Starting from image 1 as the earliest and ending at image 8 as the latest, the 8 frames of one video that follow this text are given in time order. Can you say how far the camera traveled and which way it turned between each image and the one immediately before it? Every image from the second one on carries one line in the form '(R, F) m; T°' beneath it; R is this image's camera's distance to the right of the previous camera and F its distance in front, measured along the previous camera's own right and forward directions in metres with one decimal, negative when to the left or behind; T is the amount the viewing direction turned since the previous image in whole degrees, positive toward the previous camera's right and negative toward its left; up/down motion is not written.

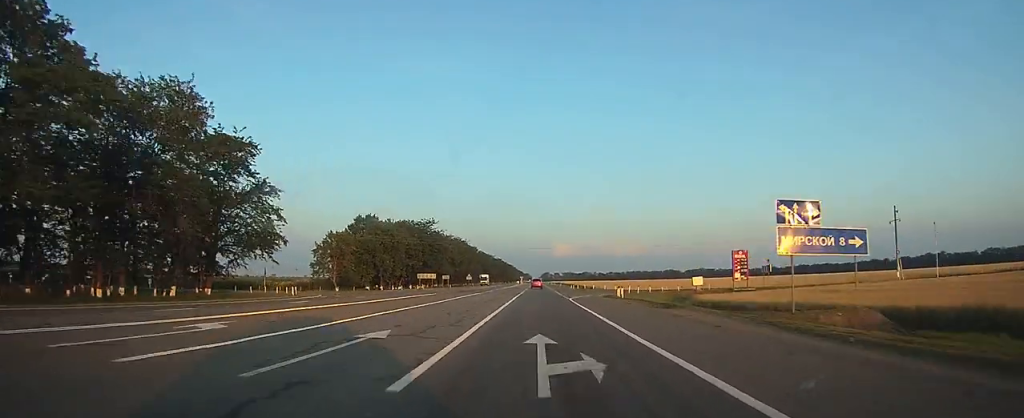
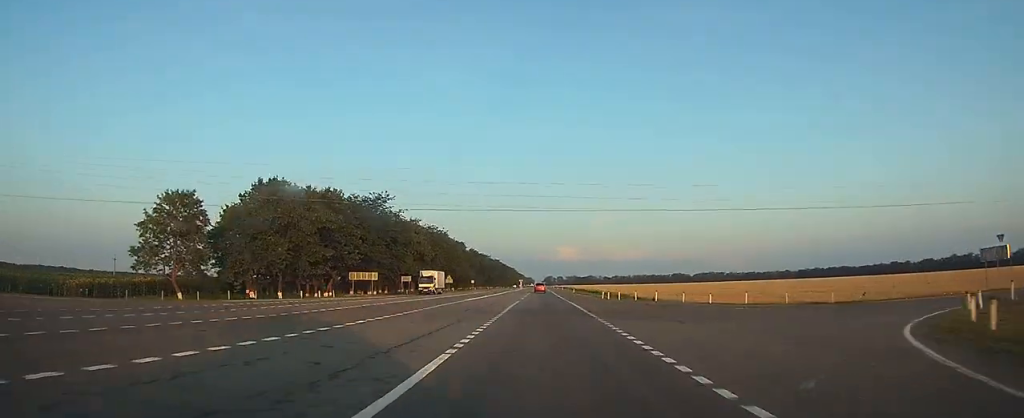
(0.0, +48.5) m; 0°
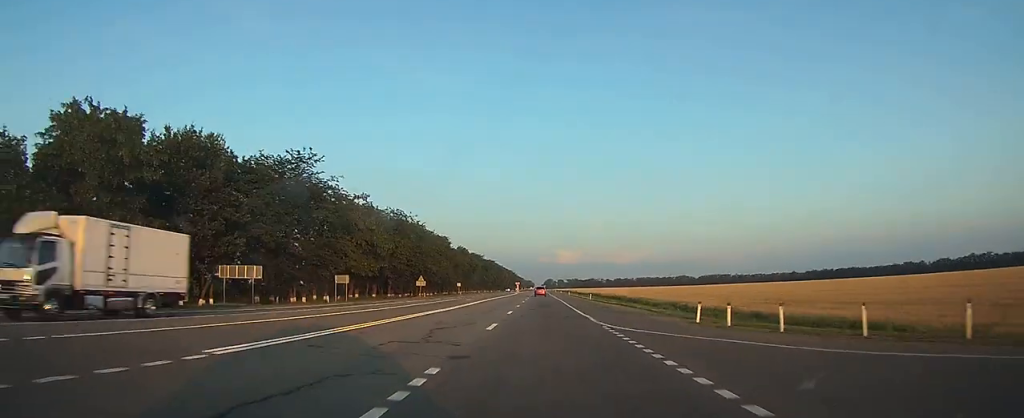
(0.0, +34.5) m; 0°
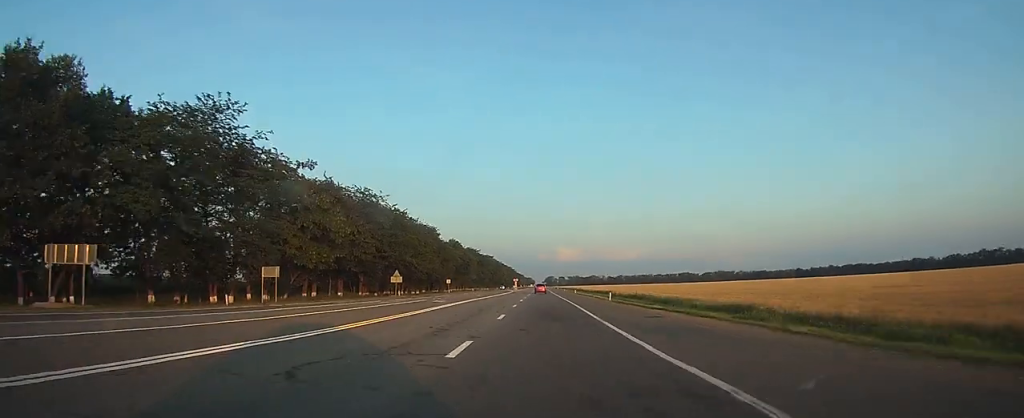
(-0.1, +19.6) m; 0°
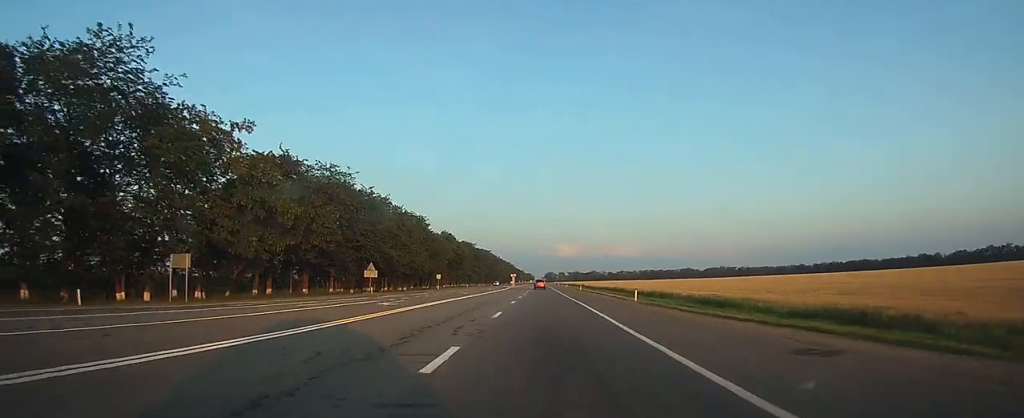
(0.0, +14.0) m; 0°
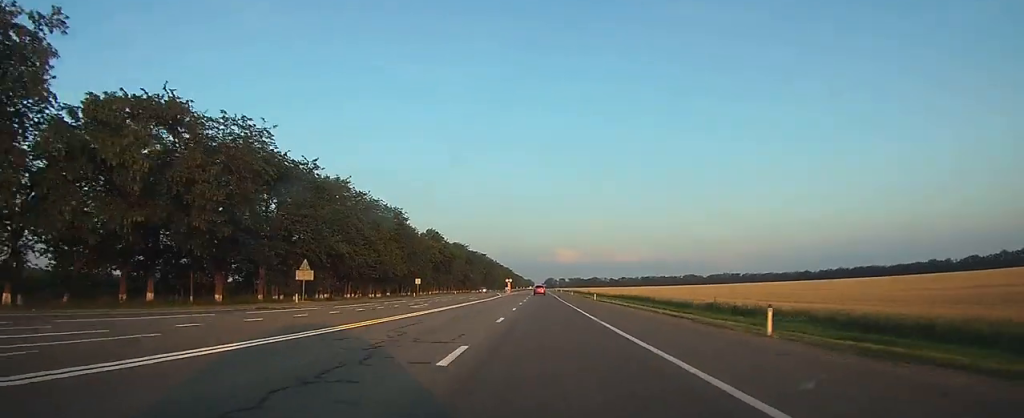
(-0.1, +22.5) m; 0°
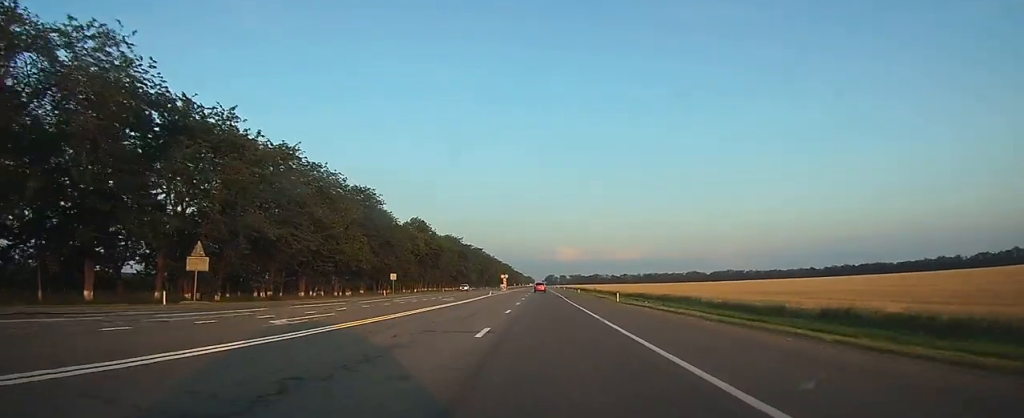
(+0.1, +18.9) m; 0°
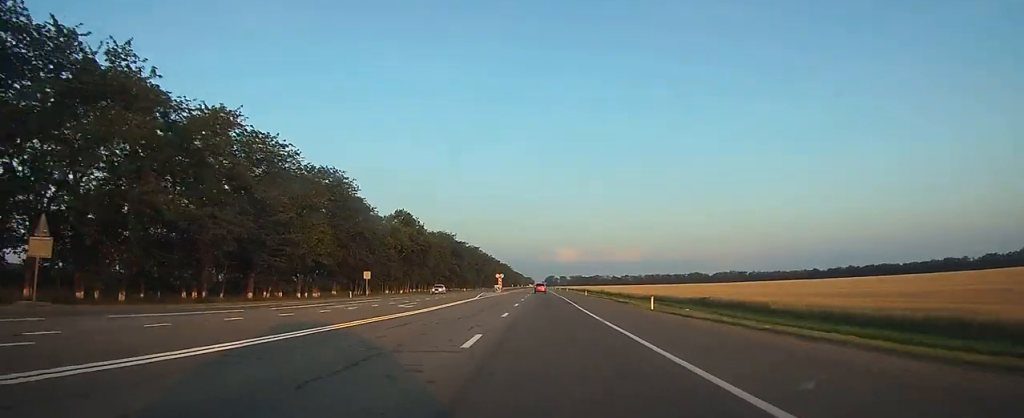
(0.0, +14.2) m; 0°
